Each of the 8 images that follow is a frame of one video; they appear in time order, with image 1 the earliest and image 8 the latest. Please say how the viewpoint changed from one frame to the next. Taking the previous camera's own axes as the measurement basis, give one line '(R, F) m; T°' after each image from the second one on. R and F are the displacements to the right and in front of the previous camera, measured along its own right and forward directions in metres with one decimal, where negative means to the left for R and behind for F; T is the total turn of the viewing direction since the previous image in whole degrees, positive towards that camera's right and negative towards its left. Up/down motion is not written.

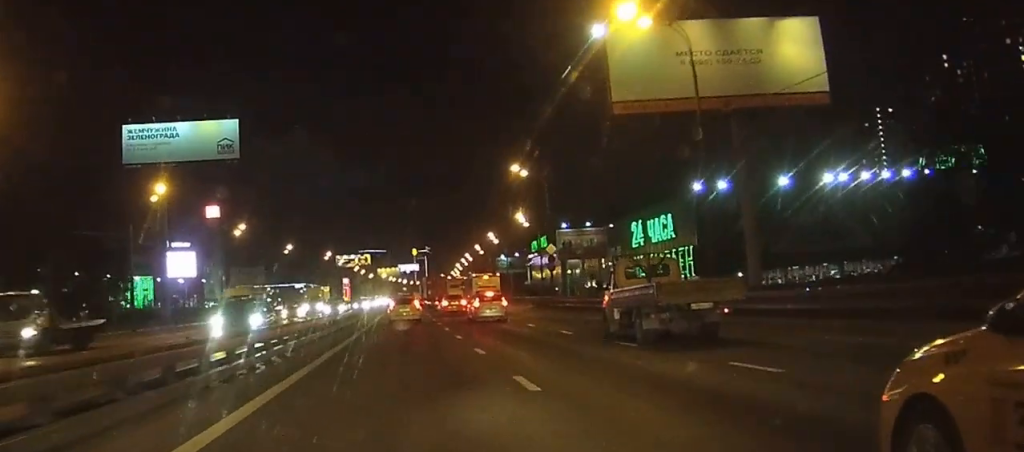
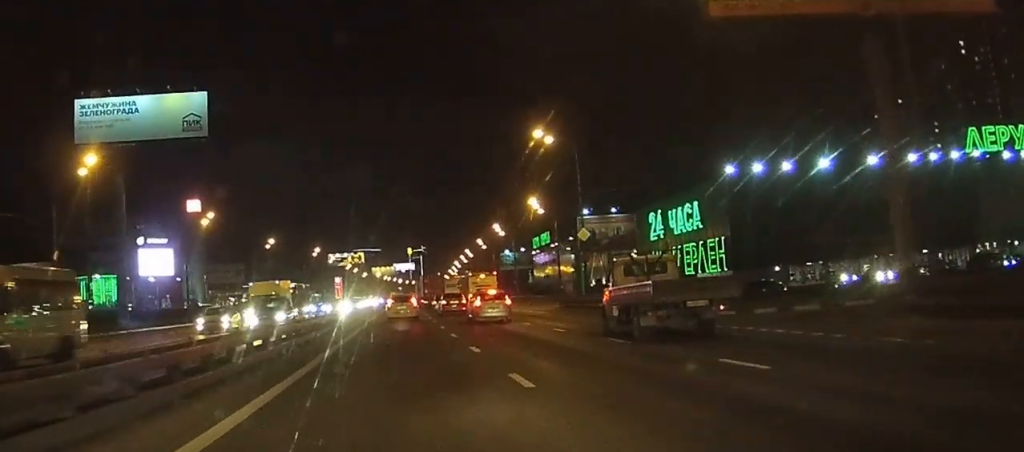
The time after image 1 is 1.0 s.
(0.0, +15.6) m; 0°
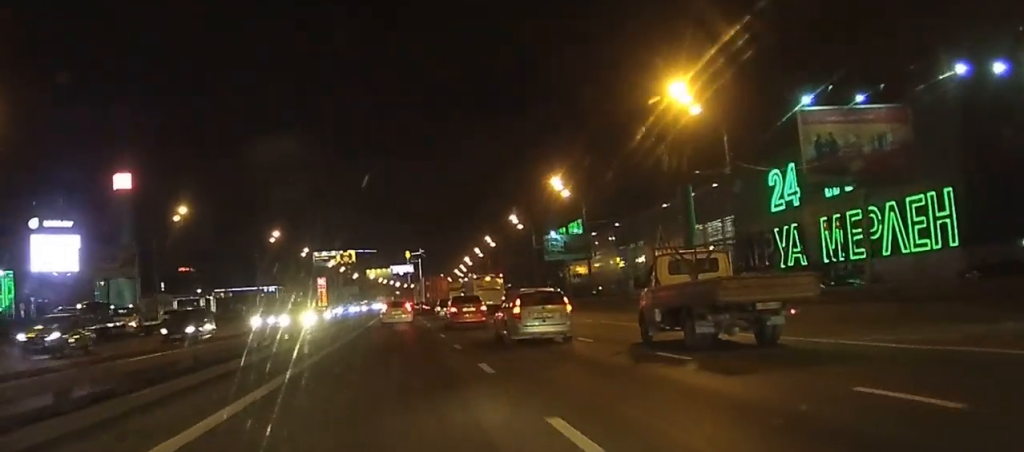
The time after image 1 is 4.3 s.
(-0.8, +52.1) m; -1°
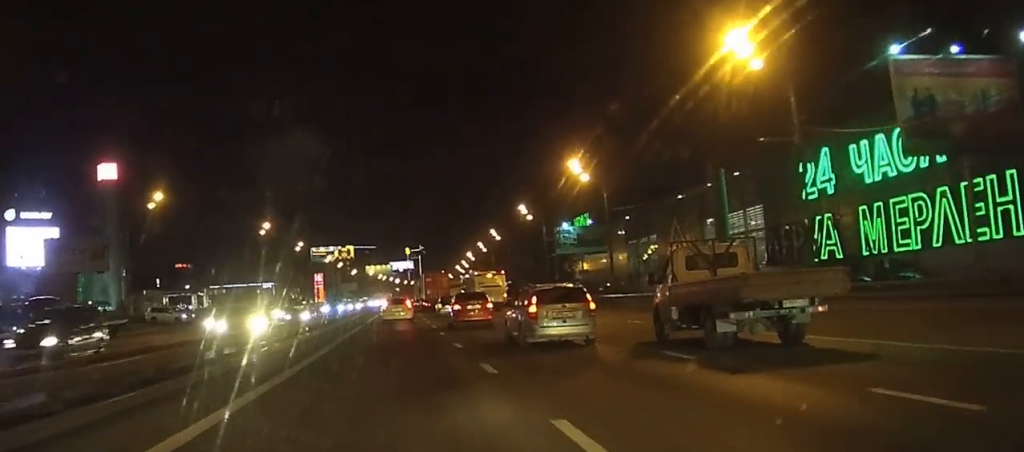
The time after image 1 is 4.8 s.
(+0.1, +8.1) m; 0°
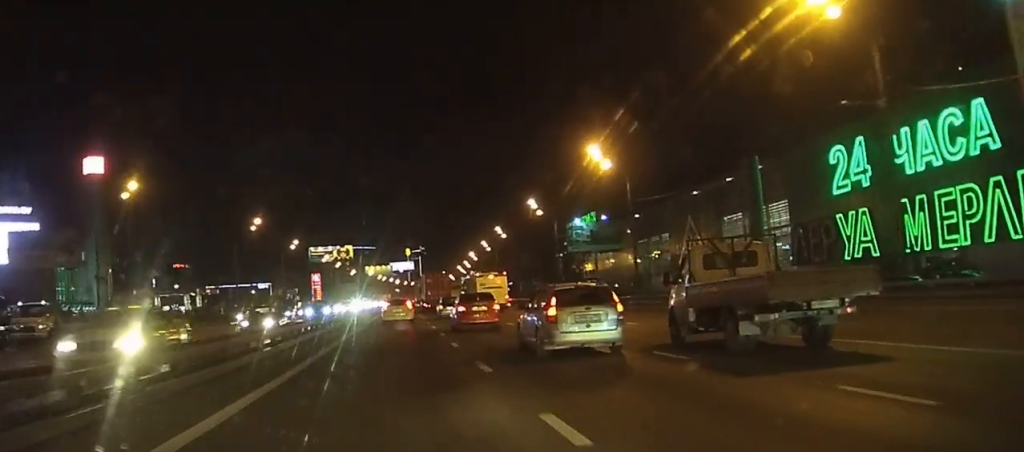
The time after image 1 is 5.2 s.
(-0.1, +7.1) m; 0°
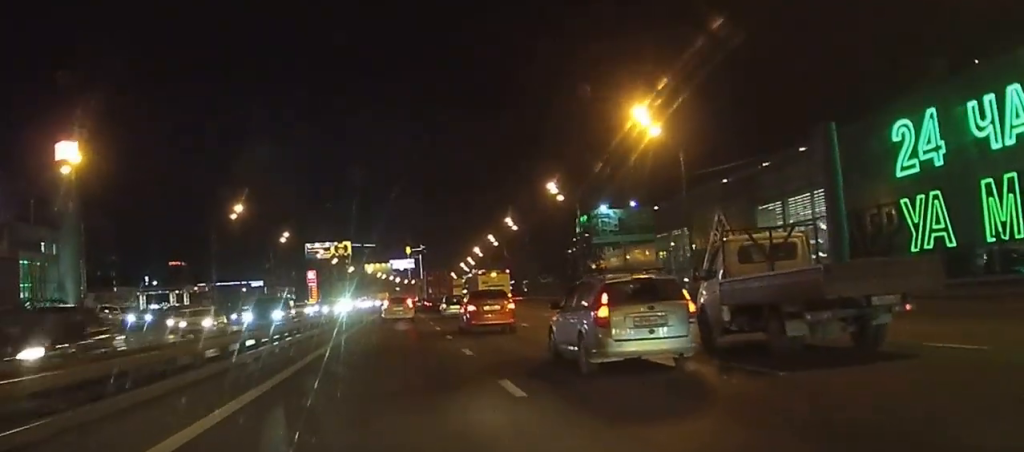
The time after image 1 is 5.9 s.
(0.0, +12.1) m; 0°
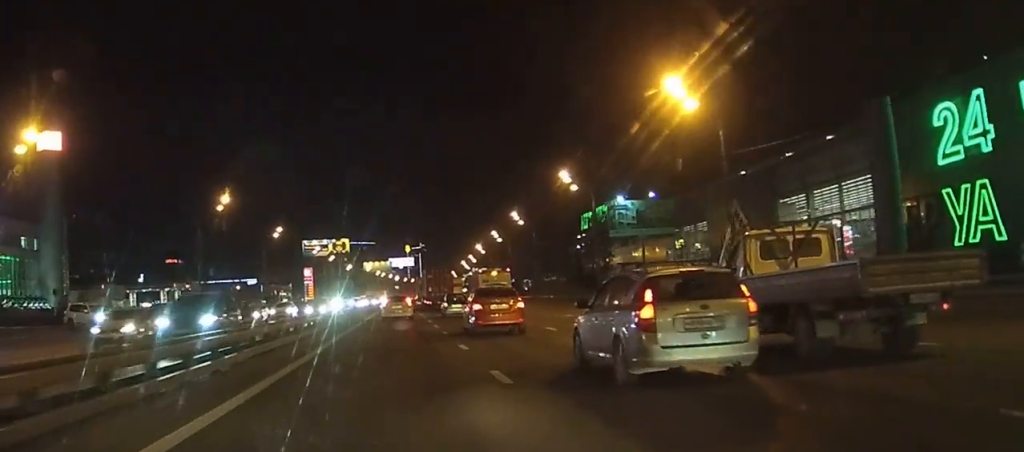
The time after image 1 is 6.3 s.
(0.0, +6.6) m; 0°
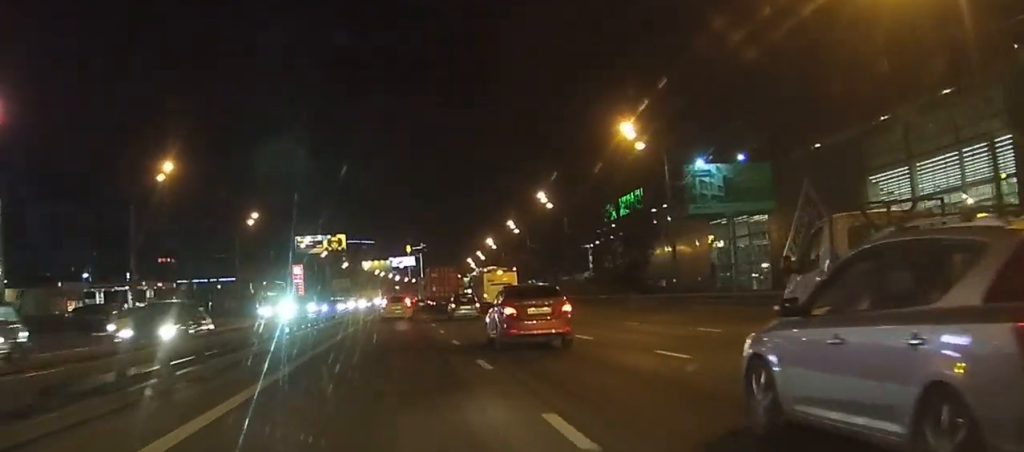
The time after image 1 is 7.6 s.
(+0.2, +21.1) m; +1°
